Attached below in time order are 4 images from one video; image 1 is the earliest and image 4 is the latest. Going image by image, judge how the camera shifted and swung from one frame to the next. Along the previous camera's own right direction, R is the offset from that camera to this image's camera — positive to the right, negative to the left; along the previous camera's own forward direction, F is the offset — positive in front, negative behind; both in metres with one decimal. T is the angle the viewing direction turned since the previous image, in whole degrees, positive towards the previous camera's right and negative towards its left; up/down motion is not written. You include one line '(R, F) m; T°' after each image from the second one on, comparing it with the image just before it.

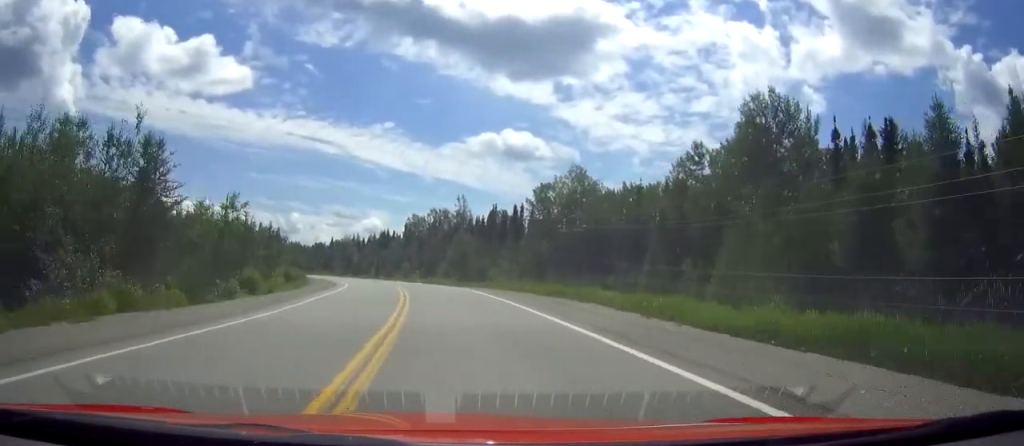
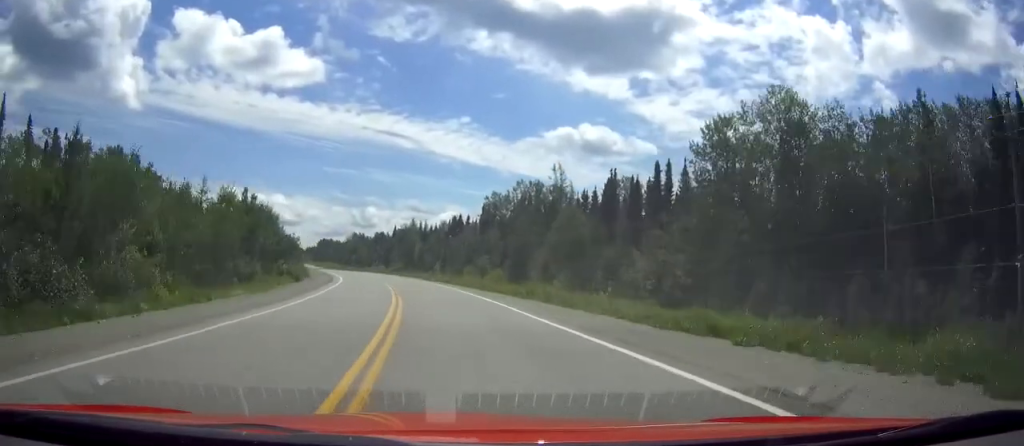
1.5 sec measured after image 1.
(-1.7, +45.8) m; -2°
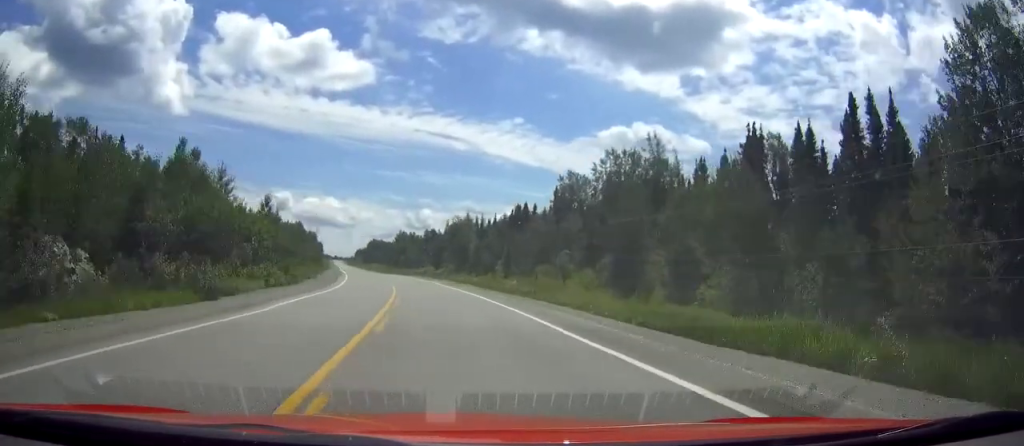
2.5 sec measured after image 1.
(0.0, +31.2) m; -5°
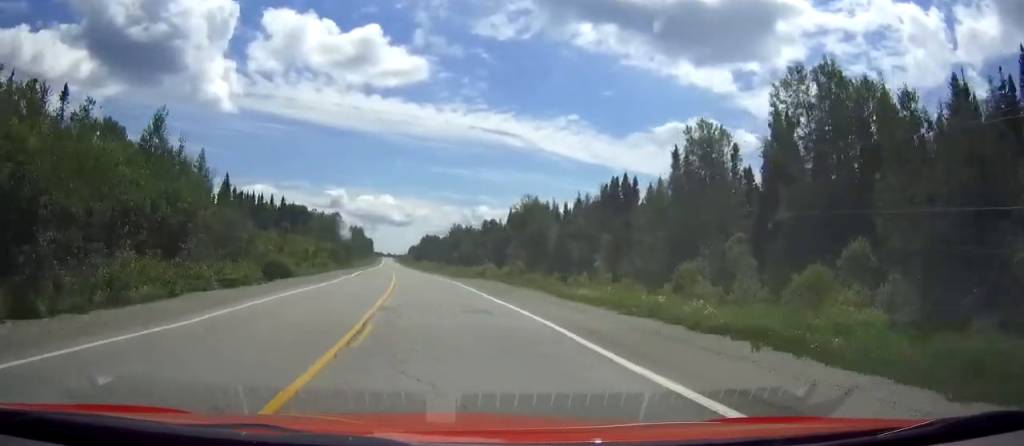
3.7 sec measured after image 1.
(-3.5, +38.5) m; -7°
